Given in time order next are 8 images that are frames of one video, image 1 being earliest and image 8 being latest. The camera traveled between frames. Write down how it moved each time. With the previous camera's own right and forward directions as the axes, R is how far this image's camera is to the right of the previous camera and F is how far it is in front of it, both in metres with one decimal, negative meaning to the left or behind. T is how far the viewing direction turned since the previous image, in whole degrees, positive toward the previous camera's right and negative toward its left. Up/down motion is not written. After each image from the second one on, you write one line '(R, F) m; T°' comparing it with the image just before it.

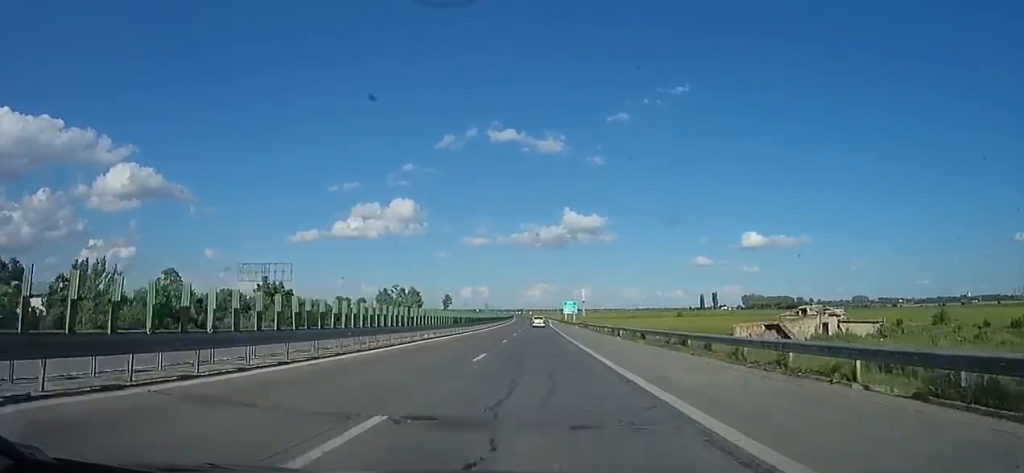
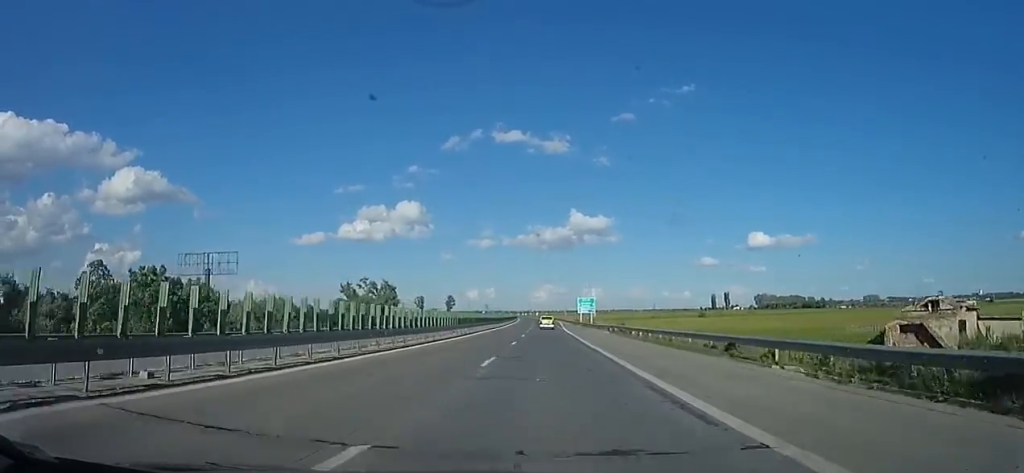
(+0.1, +25.4) m; -2°
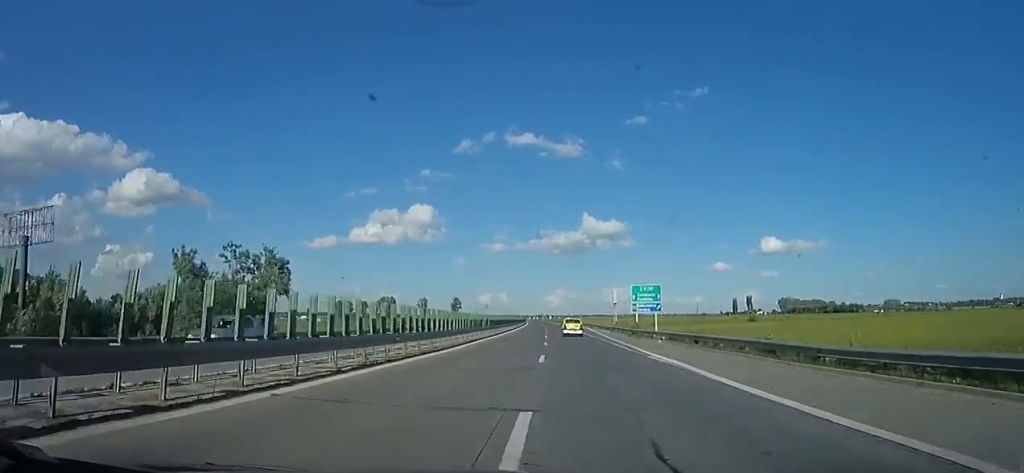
(-1.5, +45.7) m; 0°
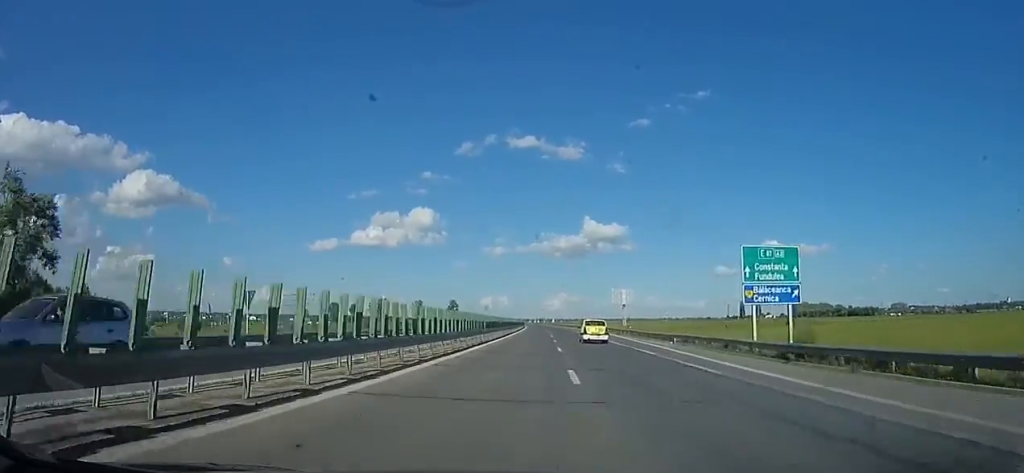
(+1.3, +29.0) m; 0°
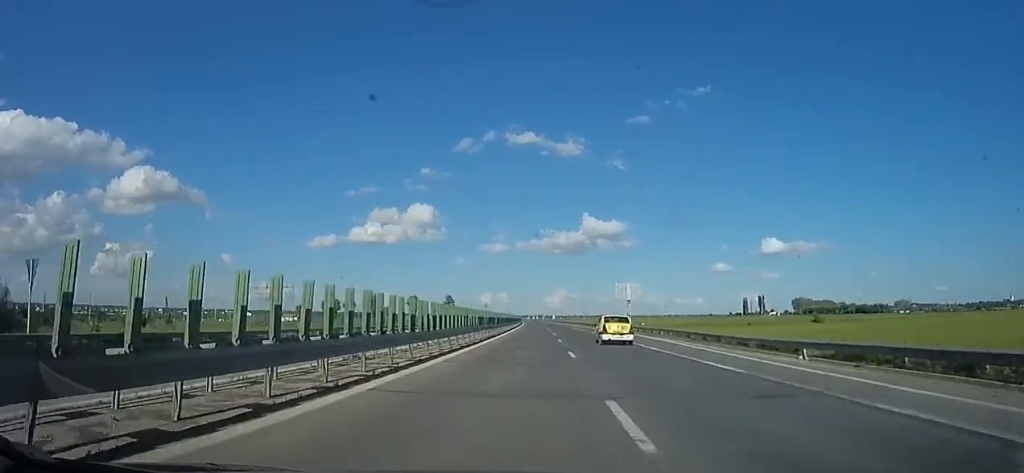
(-0.6, +17.9) m; -1°
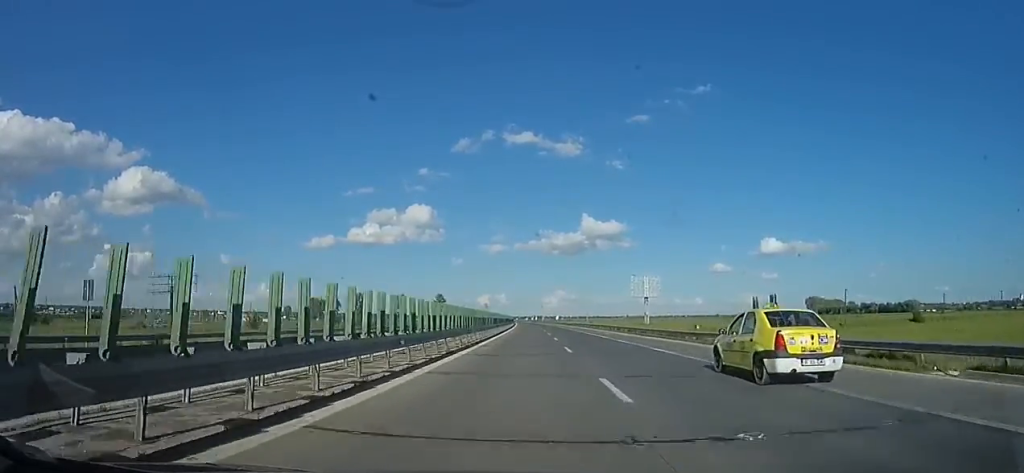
(-1.1, +45.0) m; 0°
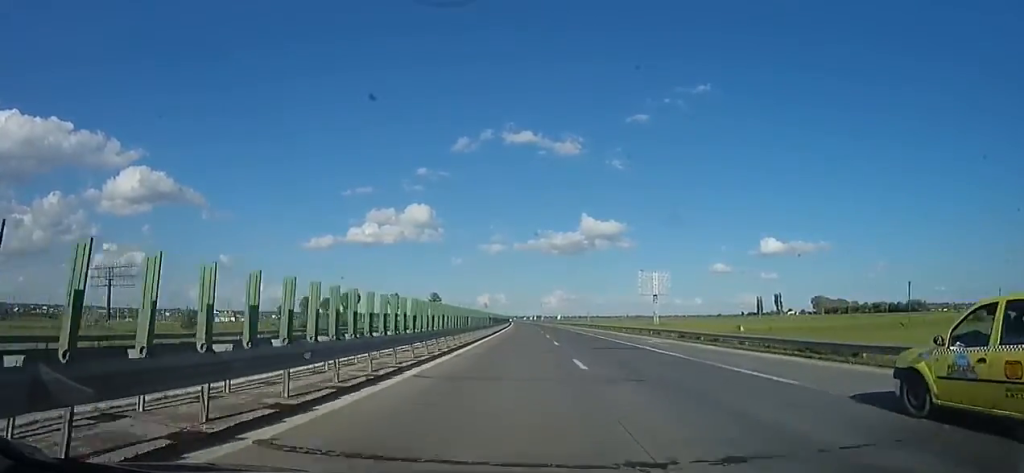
(+0.3, +19.6) m; +1°
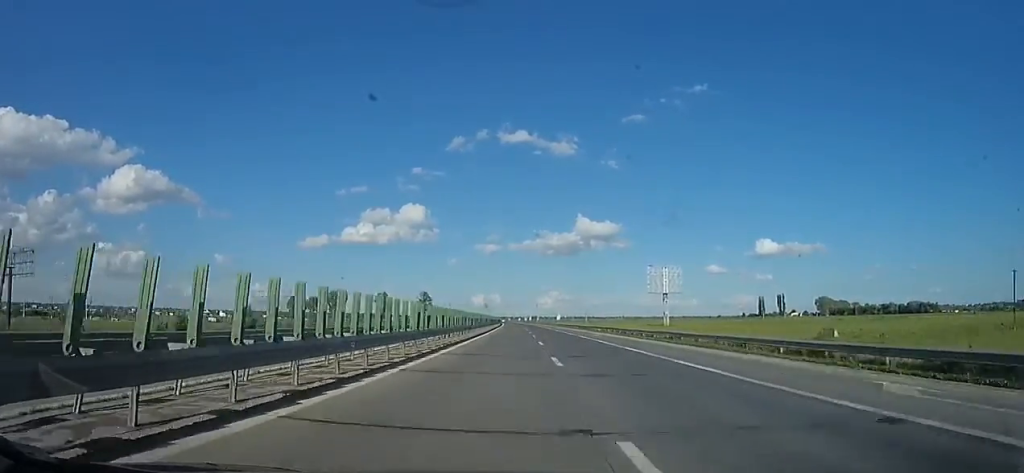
(+1.0, +22.9) m; 0°
